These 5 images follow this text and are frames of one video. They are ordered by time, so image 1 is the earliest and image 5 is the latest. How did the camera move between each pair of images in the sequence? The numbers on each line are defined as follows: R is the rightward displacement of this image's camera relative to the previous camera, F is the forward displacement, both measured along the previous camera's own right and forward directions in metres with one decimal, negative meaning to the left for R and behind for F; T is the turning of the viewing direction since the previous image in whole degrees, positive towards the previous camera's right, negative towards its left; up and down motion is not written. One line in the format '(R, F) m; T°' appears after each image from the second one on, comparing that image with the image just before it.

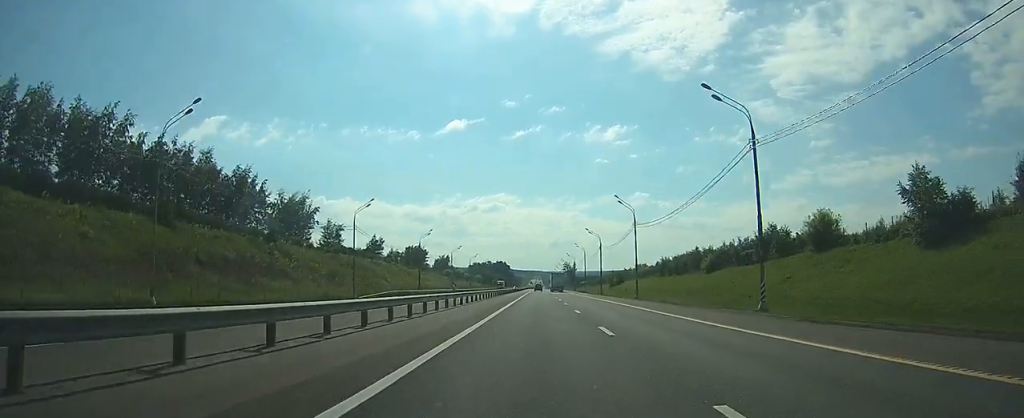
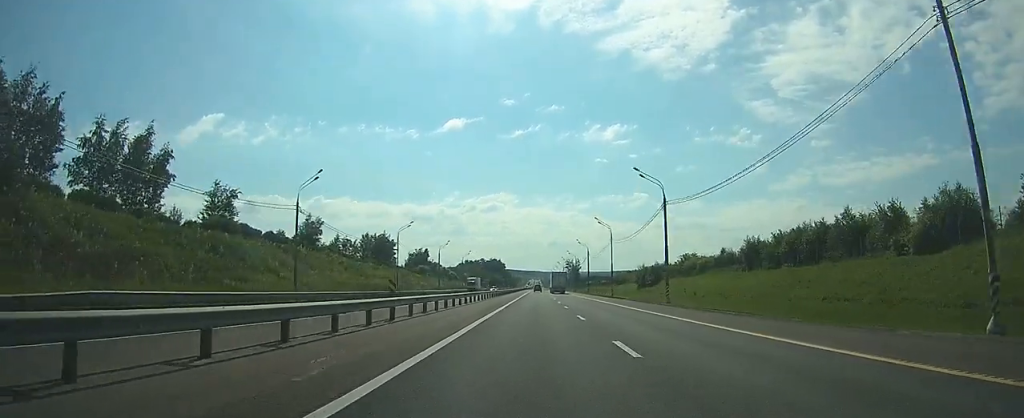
(-0.1, +52.7) m; 0°
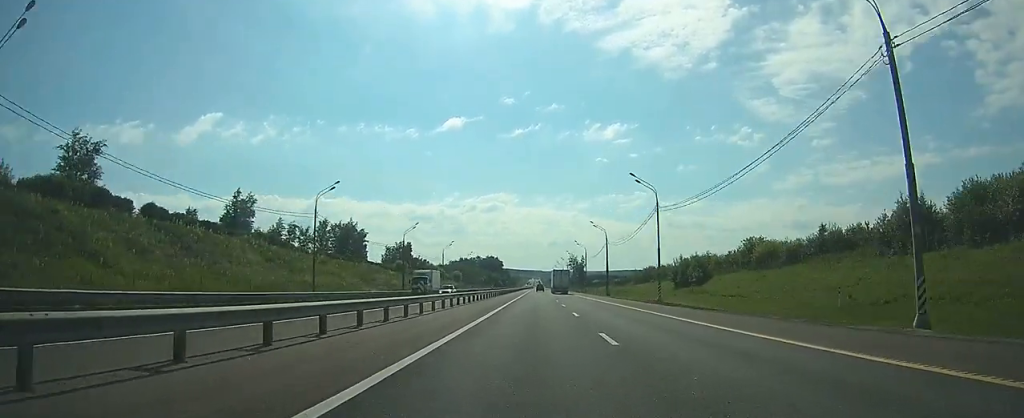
(0.0, +33.4) m; 0°
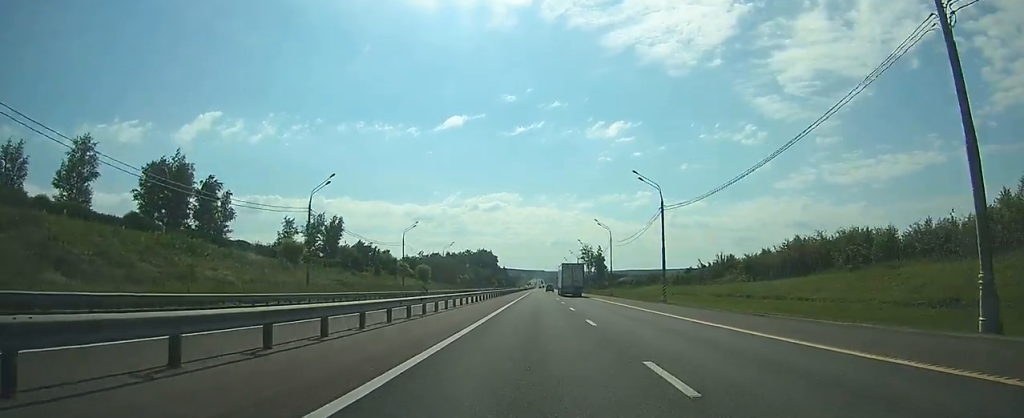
(+0.4, +77.9) m; 0°
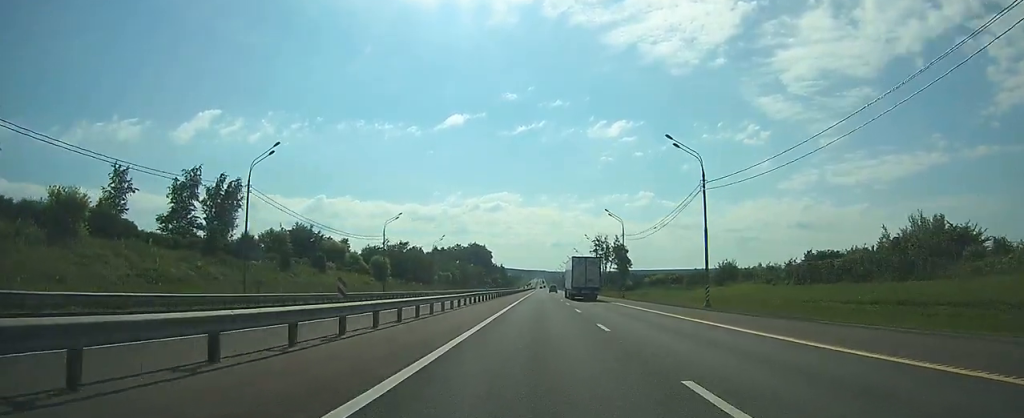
(-0.1, +50.0) m; 0°
